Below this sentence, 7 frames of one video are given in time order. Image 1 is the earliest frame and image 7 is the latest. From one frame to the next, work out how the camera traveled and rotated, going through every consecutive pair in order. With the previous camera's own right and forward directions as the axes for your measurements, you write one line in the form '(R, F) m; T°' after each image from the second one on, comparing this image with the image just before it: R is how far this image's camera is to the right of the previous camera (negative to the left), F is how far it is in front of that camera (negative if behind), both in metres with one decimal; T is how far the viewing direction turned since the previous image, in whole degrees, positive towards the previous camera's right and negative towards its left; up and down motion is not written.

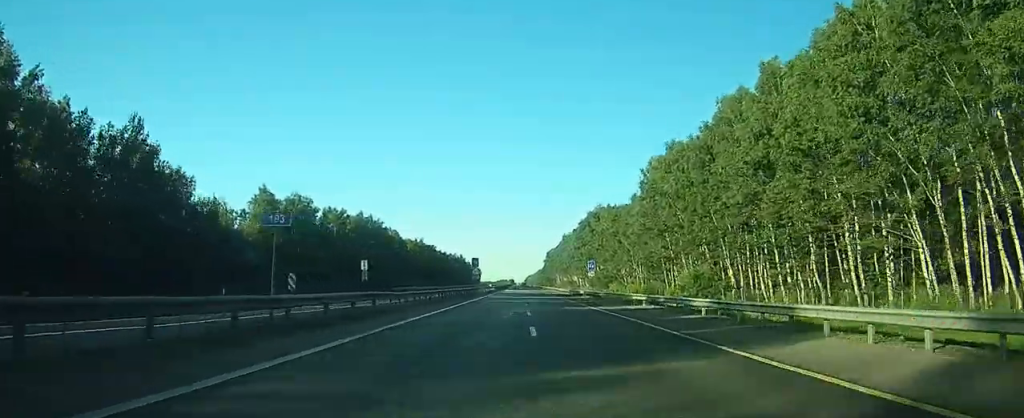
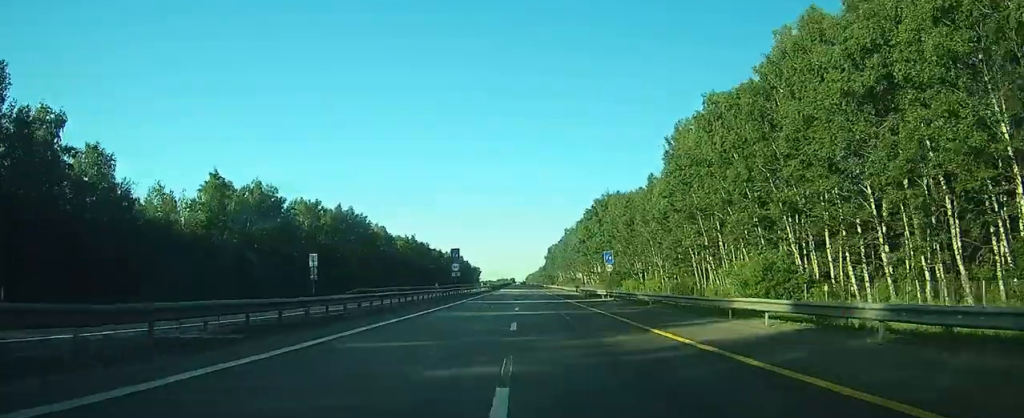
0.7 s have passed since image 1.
(+0.1, +19.8) m; 0°
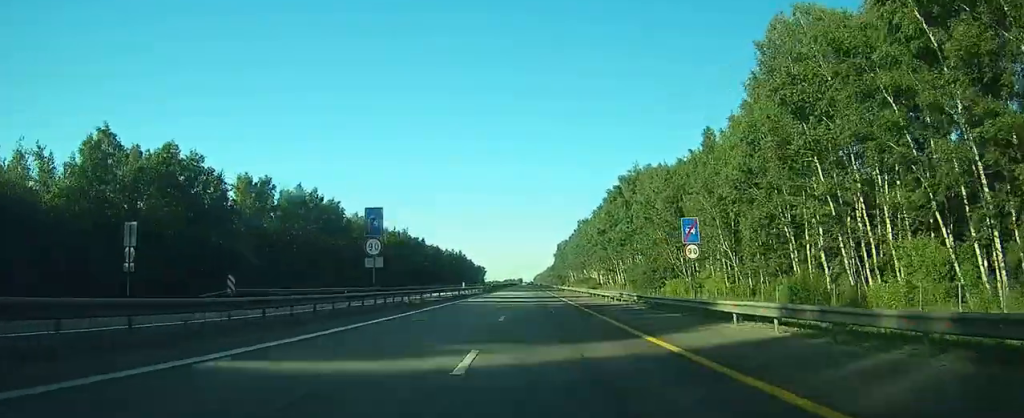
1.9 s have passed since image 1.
(0.0, +32.1) m; 0°
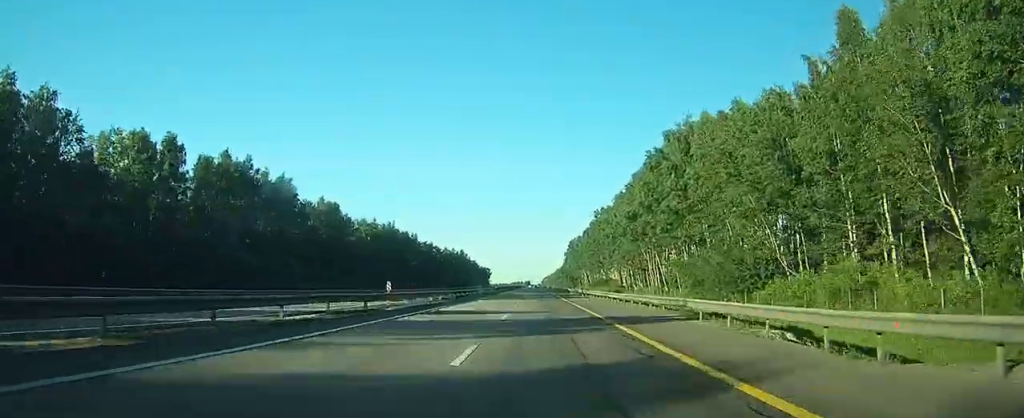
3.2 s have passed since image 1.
(-0.3, +33.7) m; -1°
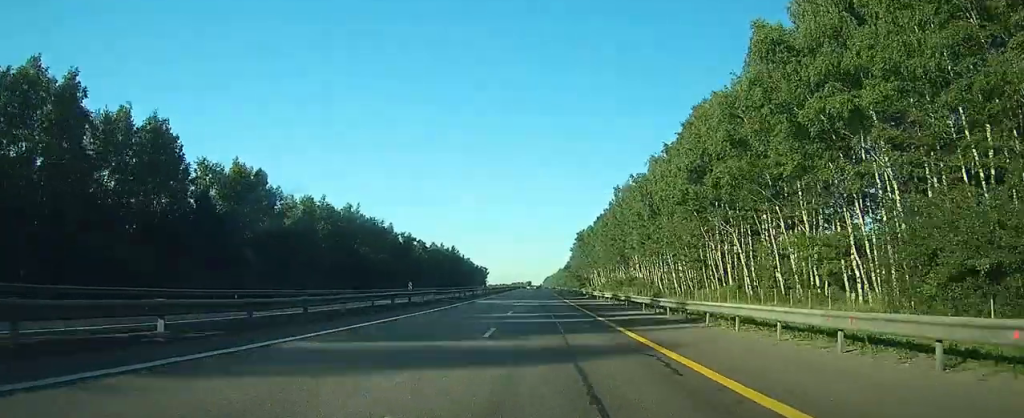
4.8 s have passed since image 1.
(-0.2, +36.0) m; 0°
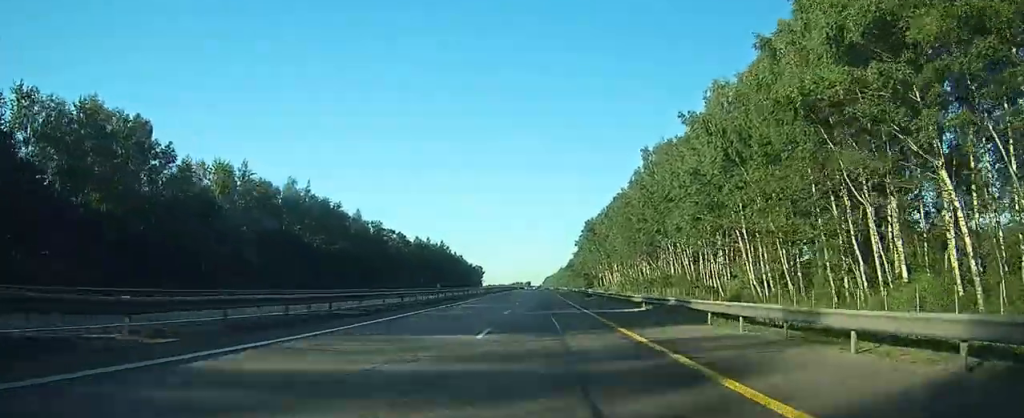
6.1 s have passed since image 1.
(0.0, +23.1) m; 0°
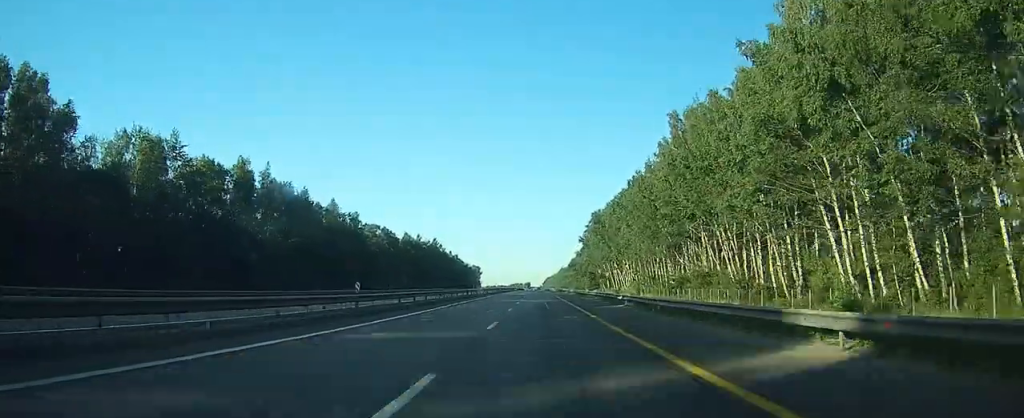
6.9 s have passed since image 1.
(0.0, +11.3) m; 0°
